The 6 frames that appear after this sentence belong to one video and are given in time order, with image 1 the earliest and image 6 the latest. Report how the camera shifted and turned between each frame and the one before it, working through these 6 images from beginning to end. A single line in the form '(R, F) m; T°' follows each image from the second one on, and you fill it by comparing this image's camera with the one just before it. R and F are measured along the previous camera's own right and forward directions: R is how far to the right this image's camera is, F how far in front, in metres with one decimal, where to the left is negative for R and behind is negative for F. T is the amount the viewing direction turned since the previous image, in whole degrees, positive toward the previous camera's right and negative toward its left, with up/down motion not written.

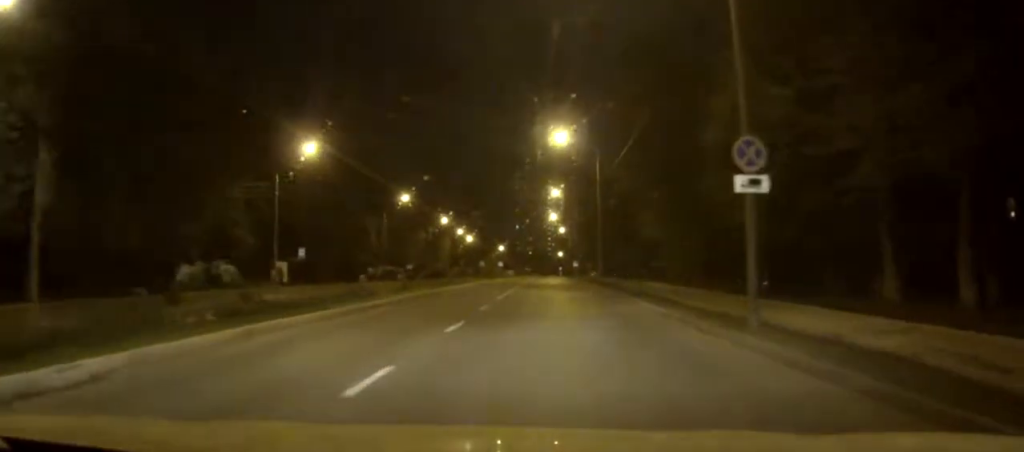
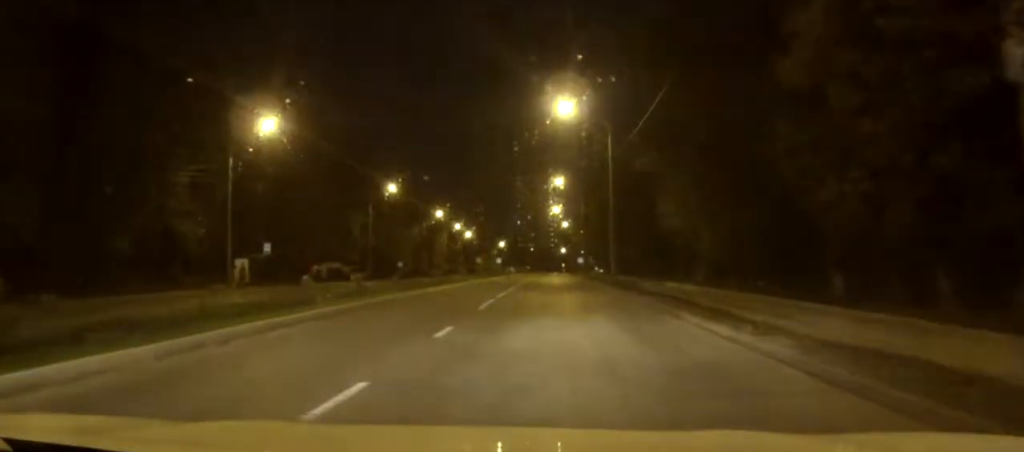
(0.0, +9.5) m; 0°
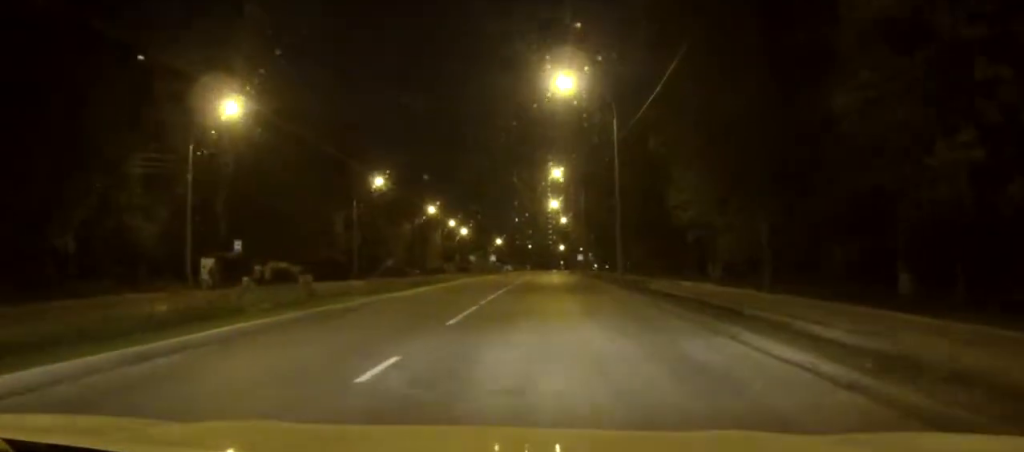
(0.0, +5.8) m; +1°
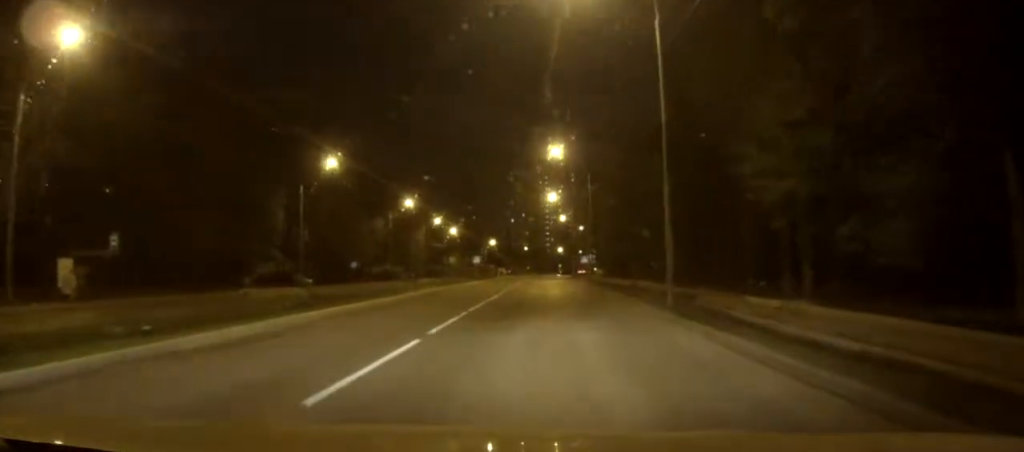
(+0.5, +17.3) m; +3°
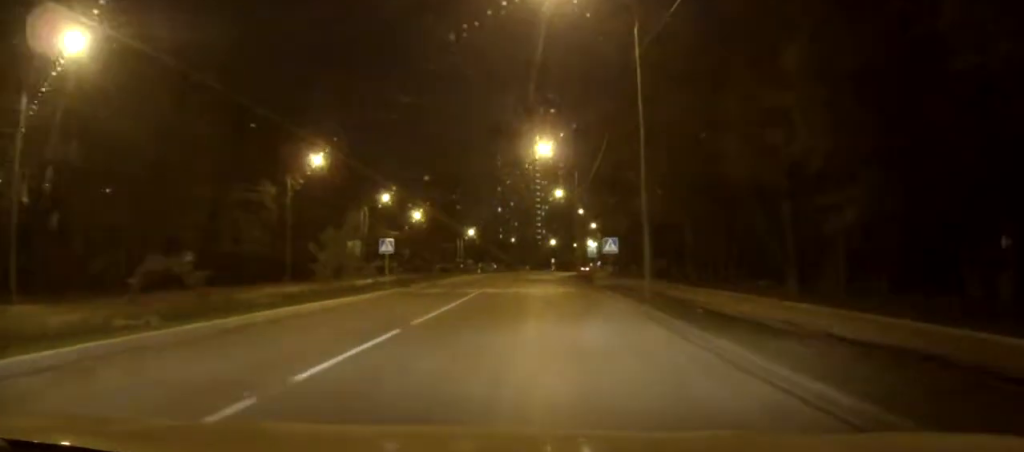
(-0.9, +37.8) m; -3°
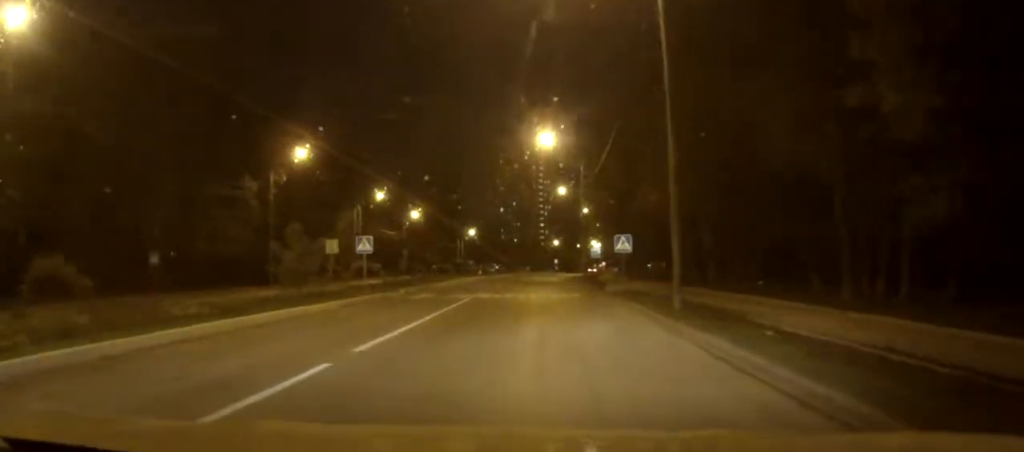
(0.0, +4.9) m; 0°
